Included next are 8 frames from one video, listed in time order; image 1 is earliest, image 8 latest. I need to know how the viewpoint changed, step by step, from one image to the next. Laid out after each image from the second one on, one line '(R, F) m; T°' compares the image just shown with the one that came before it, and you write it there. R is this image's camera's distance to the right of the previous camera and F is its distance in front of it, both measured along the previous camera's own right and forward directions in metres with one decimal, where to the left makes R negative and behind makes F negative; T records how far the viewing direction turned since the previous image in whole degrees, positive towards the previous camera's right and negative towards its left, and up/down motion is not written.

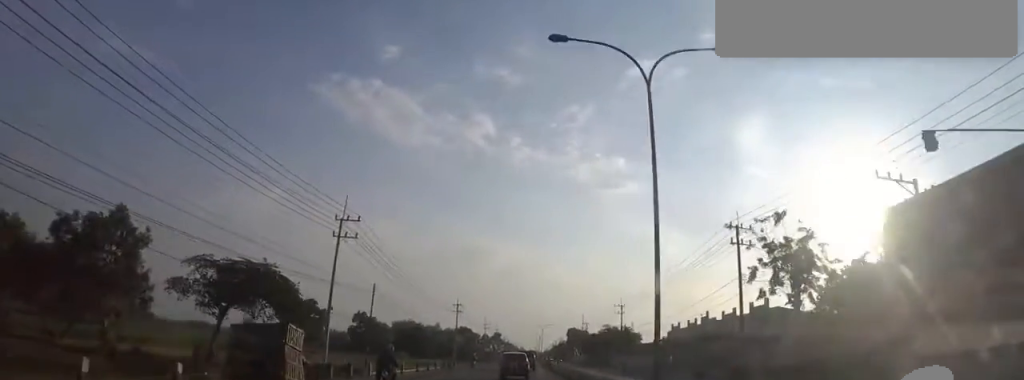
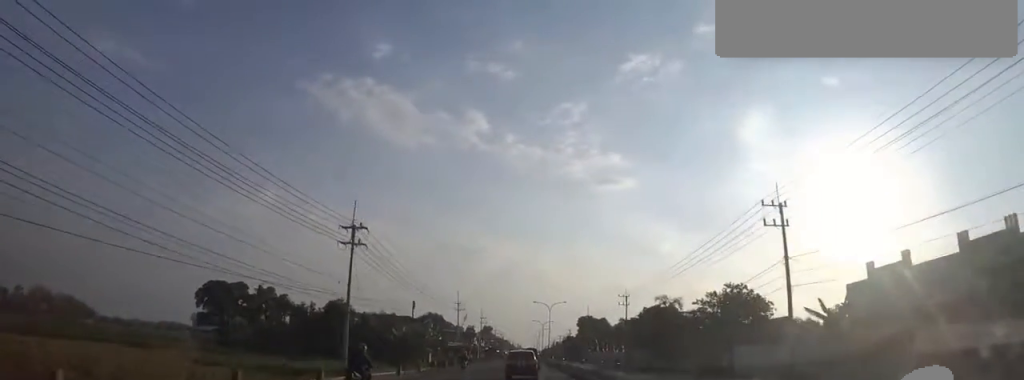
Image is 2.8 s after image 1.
(-3.7, +51.7) m; -5°
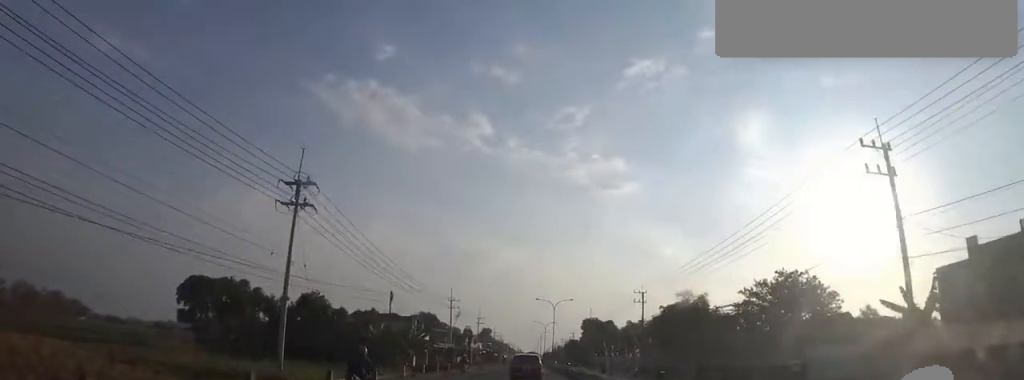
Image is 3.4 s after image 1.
(-0.1, +9.5) m; +2°
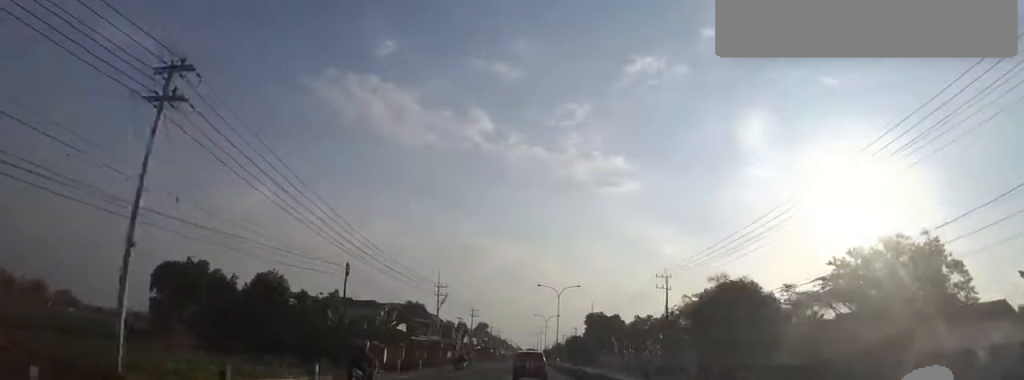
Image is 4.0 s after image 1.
(+0.3, +11.0) m; +1°
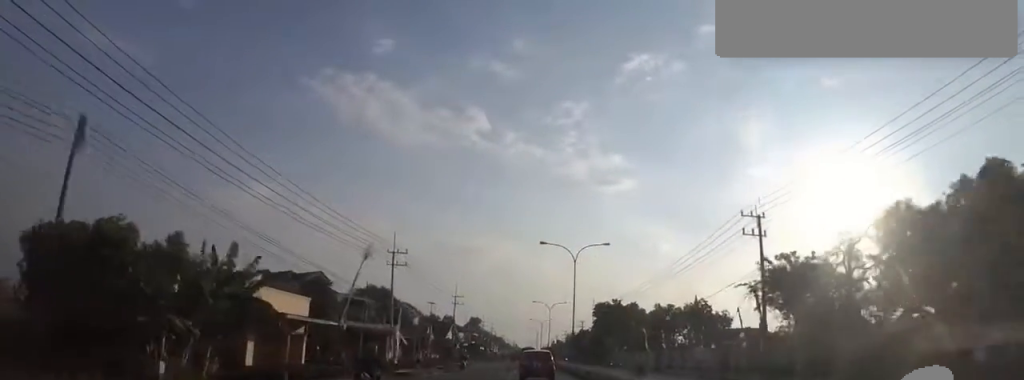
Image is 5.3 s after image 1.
(+0.1, +22.0) m; 0°
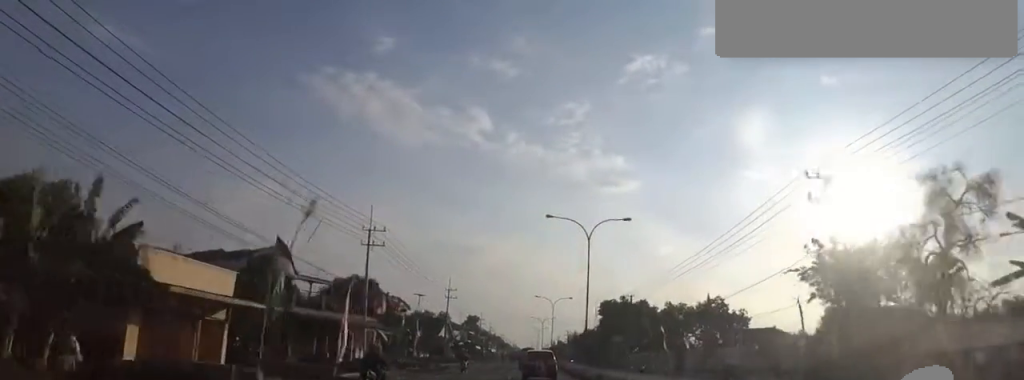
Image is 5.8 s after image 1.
(-0.4, +7.8) m; 0°
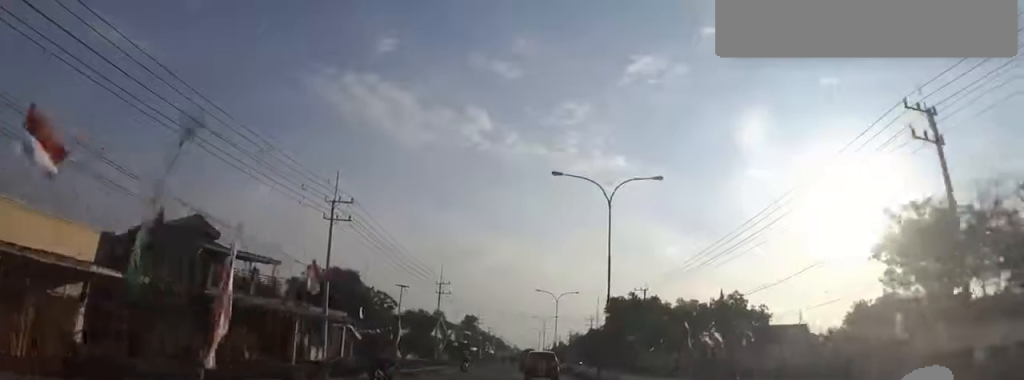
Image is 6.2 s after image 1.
(+0.6, +7.6) m; +1°
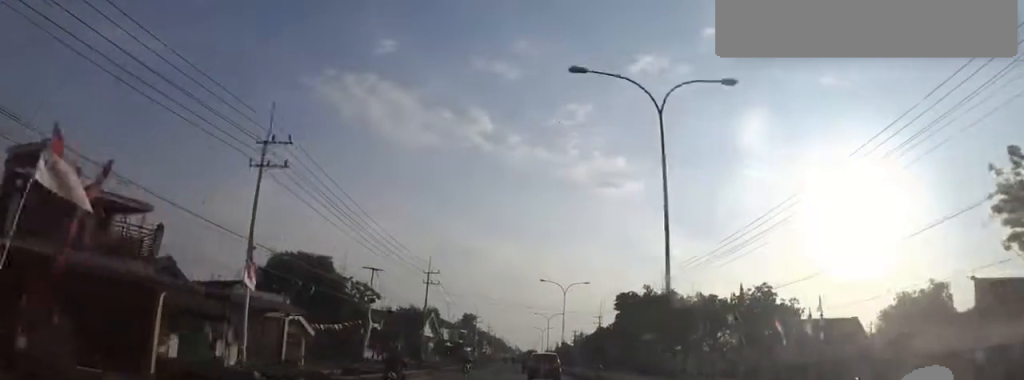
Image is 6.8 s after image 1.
(+0.4, +9.3) m; 0°
